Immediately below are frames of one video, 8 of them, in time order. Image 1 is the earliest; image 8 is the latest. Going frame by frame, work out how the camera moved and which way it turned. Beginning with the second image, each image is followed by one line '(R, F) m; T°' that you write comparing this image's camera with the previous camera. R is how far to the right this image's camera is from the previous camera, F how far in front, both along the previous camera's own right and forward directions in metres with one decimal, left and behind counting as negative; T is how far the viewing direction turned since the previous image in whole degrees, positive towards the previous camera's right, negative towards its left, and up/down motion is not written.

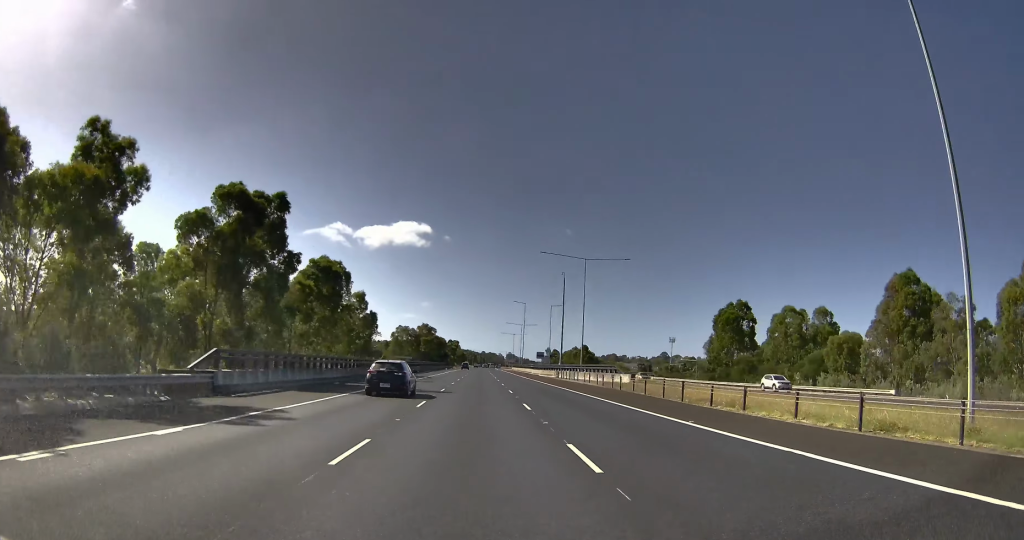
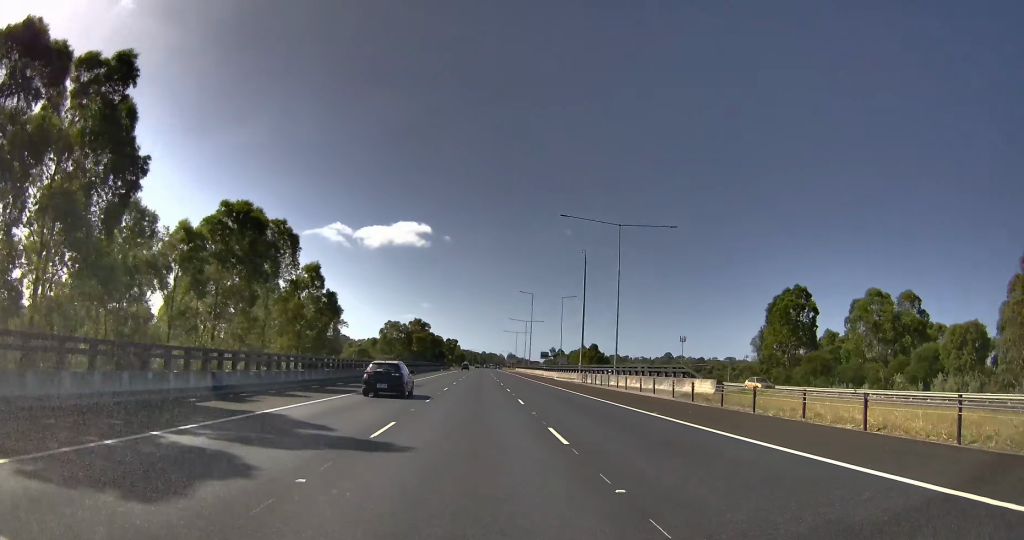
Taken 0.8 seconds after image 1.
(+0.1, +17.0) m; 0°
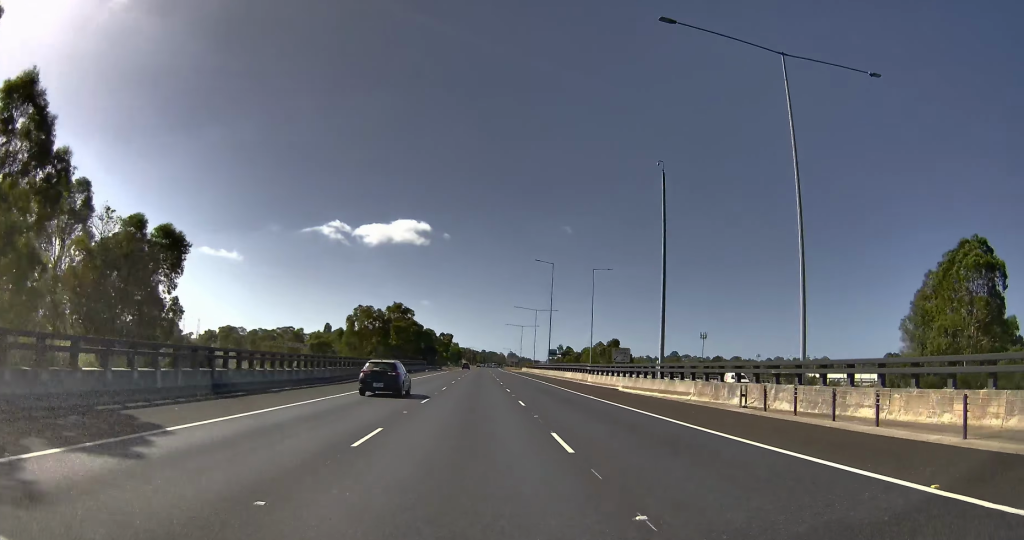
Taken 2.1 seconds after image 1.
(-0.2, +34.0) m; 0°
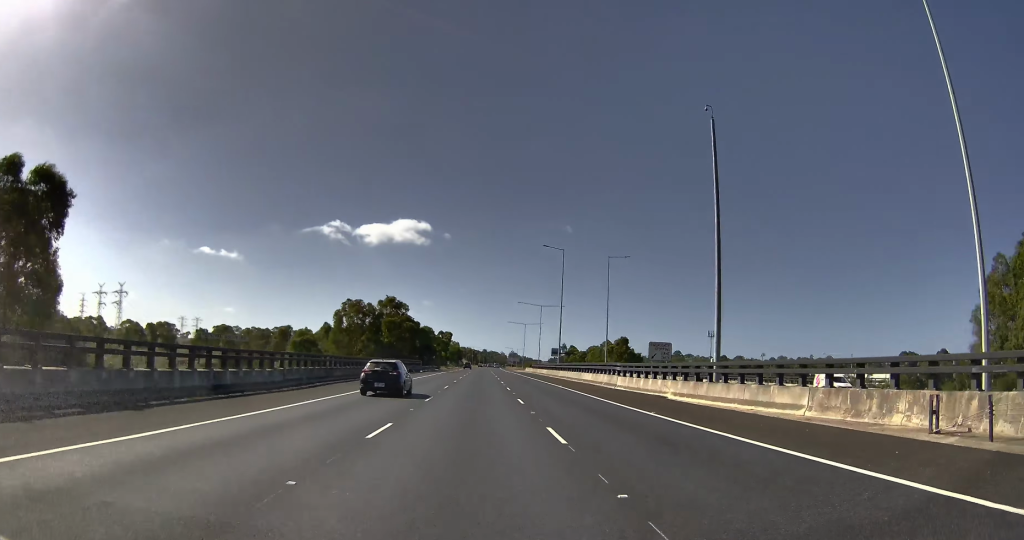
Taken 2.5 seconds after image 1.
(+0.1, +10.7) m; 0°
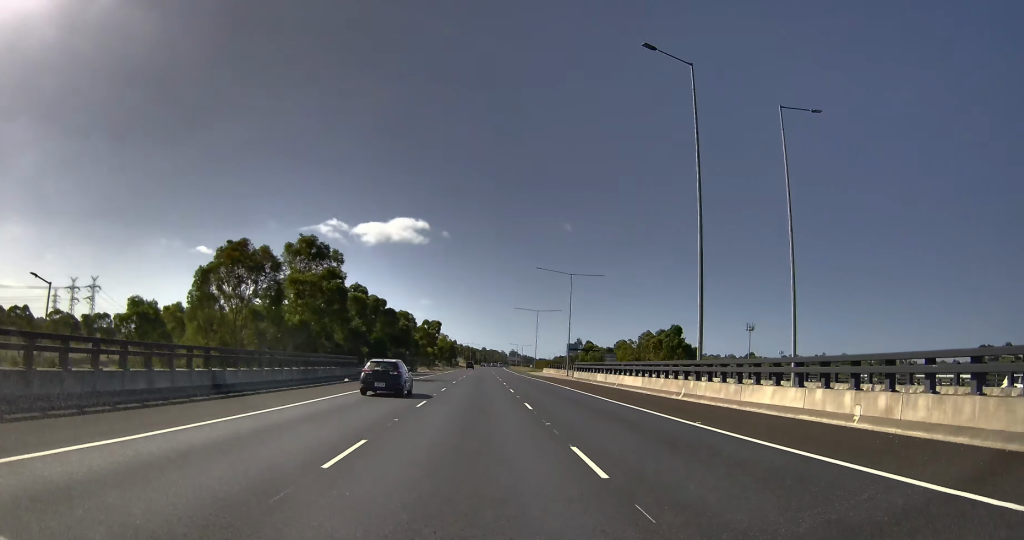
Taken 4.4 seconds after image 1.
(+0.3, +56.3) m; 0°
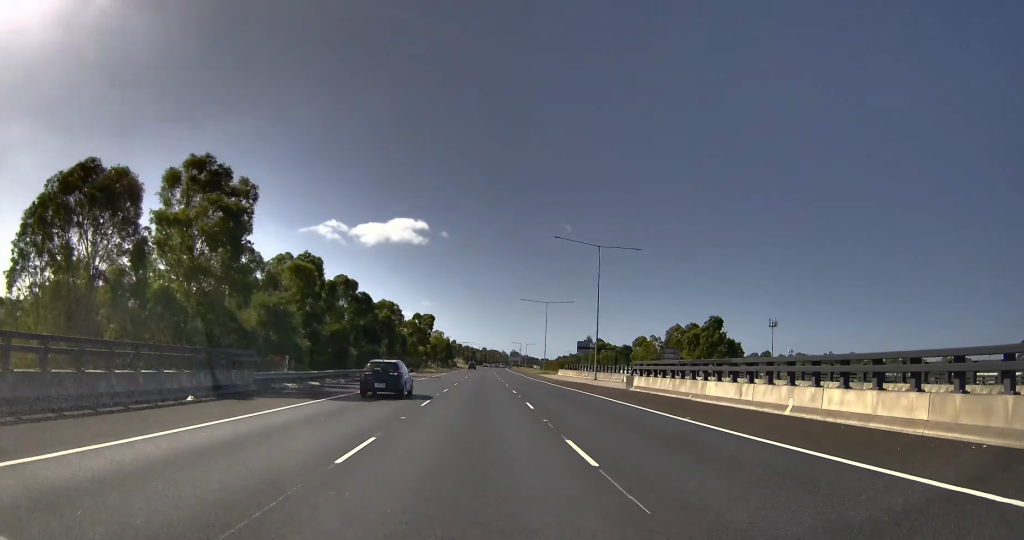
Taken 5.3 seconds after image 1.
(-0.1, +29.0) m; 0°
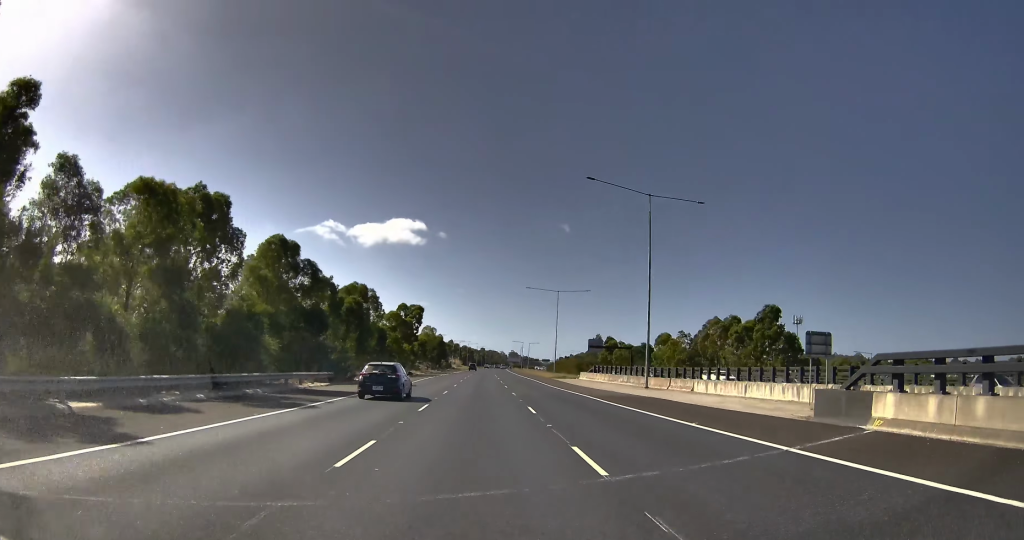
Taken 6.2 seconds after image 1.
(-0.1, +30.3) m; 0°
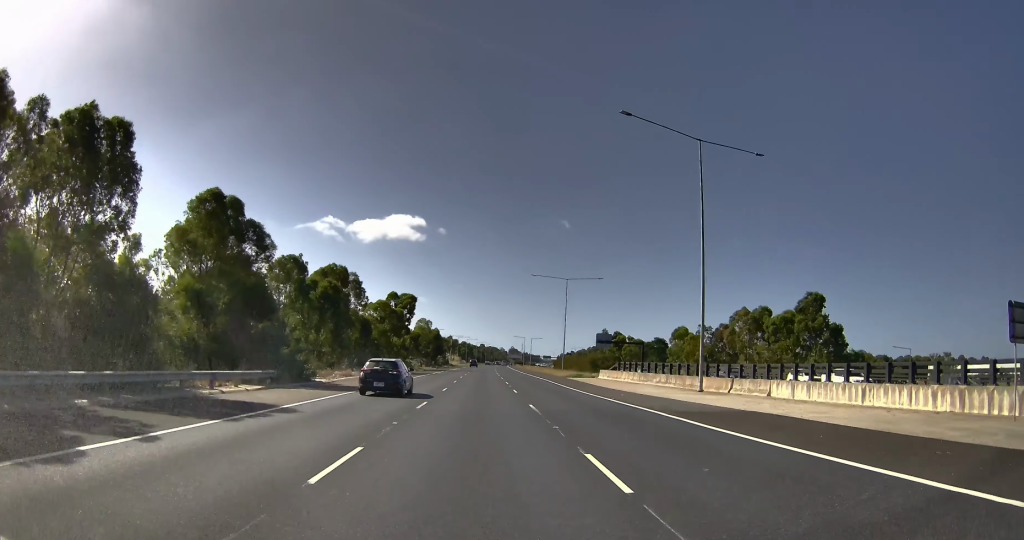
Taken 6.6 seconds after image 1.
(0.0, +16.3) m; 0°
